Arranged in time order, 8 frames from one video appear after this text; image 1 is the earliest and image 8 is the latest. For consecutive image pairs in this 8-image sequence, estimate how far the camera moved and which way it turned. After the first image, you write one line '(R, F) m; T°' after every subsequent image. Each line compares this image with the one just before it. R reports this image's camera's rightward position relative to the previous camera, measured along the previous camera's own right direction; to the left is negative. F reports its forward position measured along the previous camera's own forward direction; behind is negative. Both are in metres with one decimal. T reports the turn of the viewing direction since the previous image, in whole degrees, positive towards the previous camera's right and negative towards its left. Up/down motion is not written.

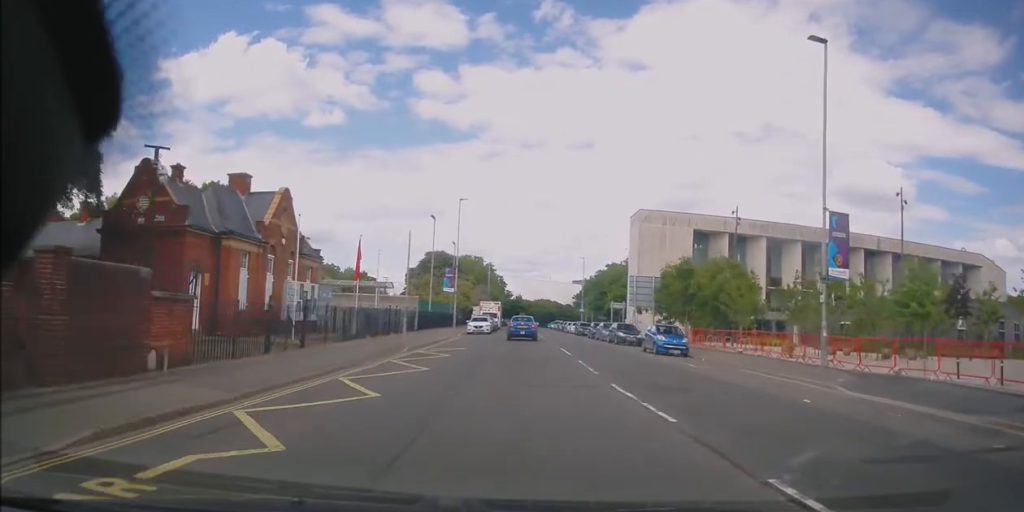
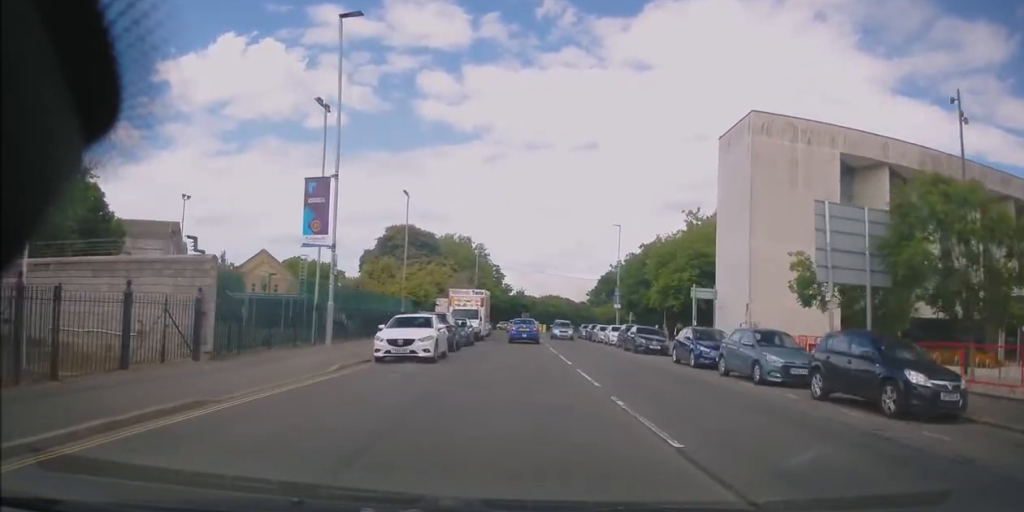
(-0.7, +30.0) m; -3°
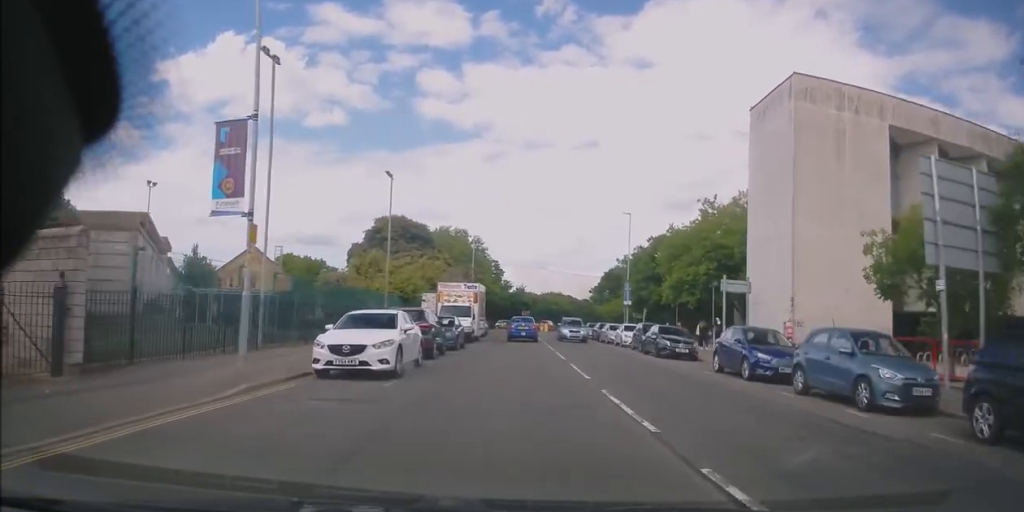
(-0.1, +5.3) m; -1°
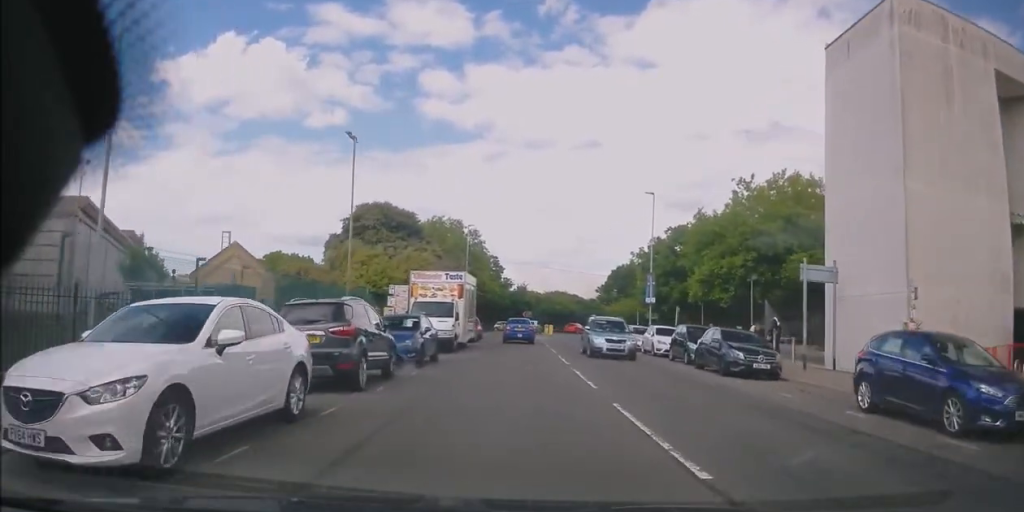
(0.0, +8.7) m; +2°
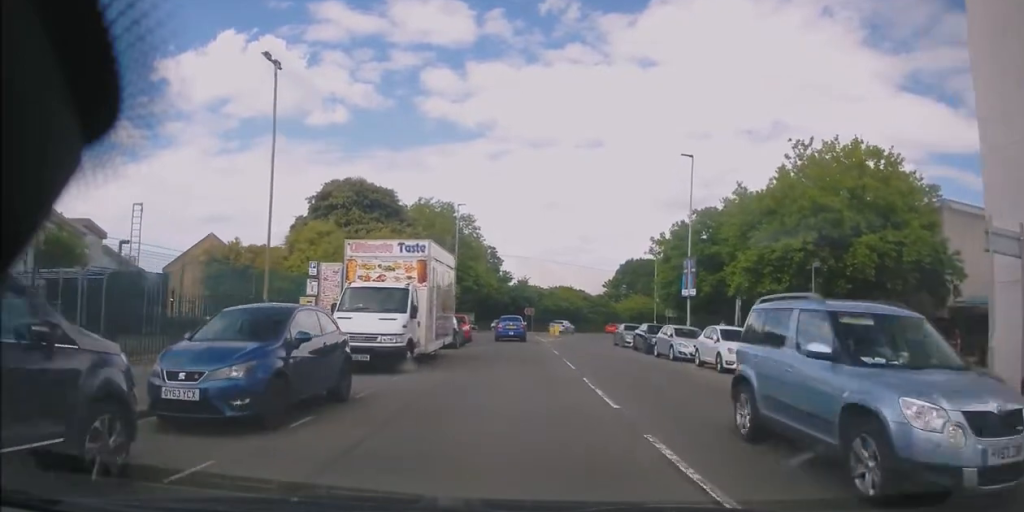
(+0.3, +9.7) m; 0°
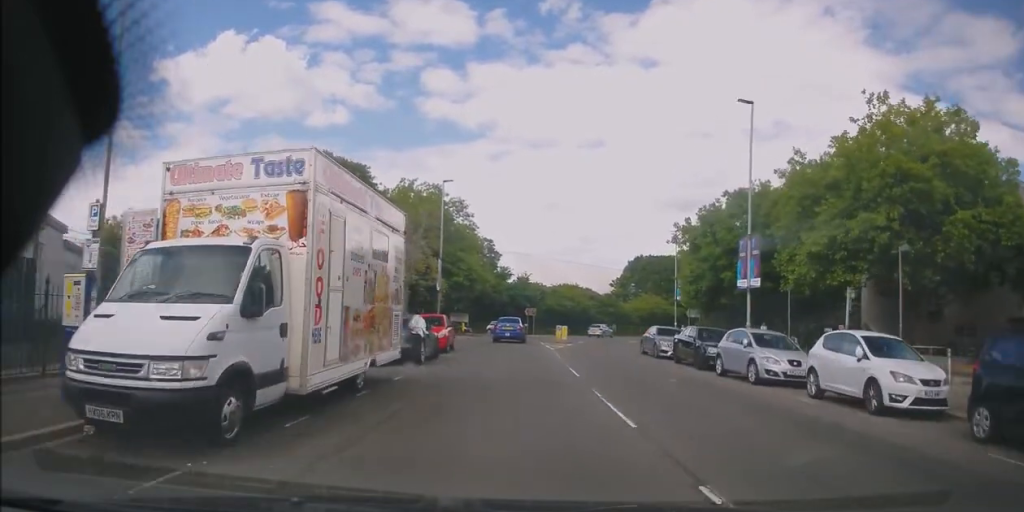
(-0.2, +8.9) m; -1°
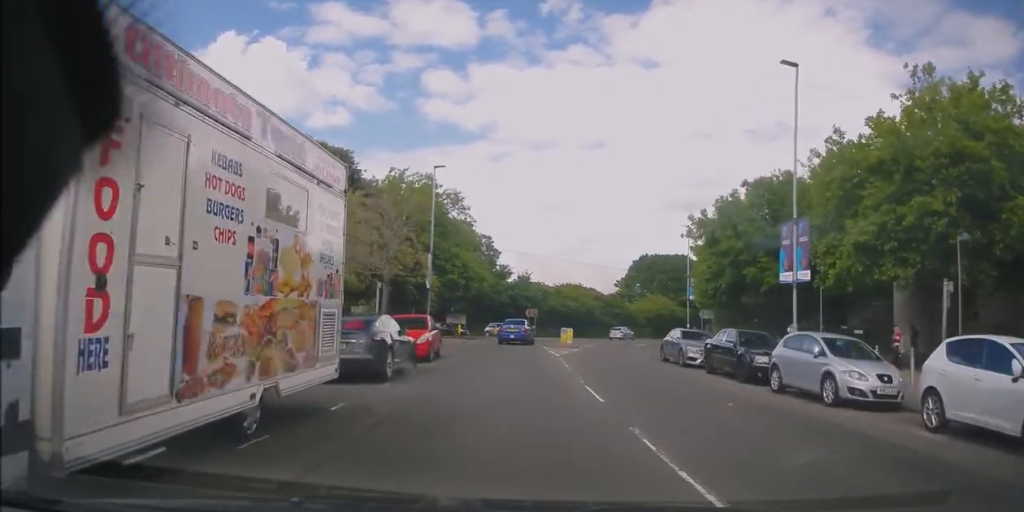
(0.0, +4.2) m; 0°
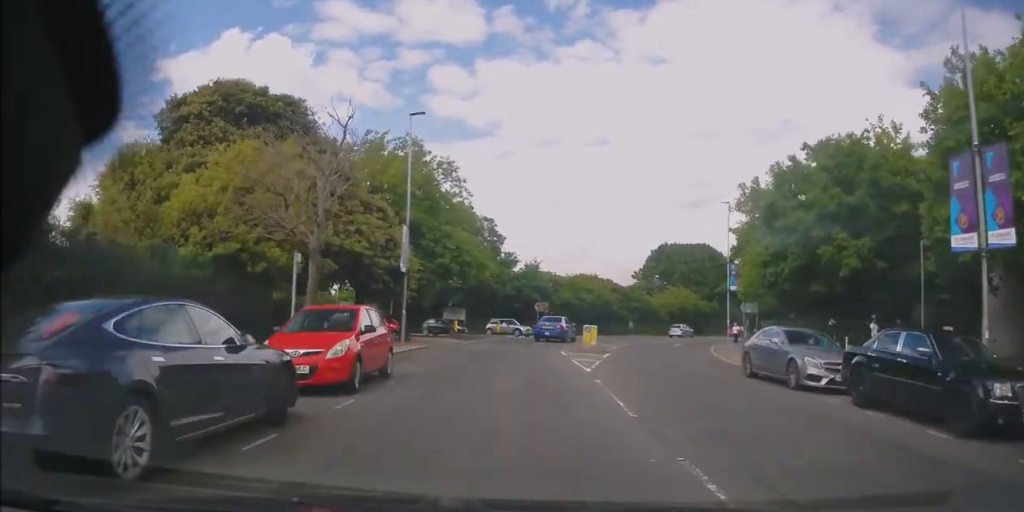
(0.0, +8.9) m; +1°
